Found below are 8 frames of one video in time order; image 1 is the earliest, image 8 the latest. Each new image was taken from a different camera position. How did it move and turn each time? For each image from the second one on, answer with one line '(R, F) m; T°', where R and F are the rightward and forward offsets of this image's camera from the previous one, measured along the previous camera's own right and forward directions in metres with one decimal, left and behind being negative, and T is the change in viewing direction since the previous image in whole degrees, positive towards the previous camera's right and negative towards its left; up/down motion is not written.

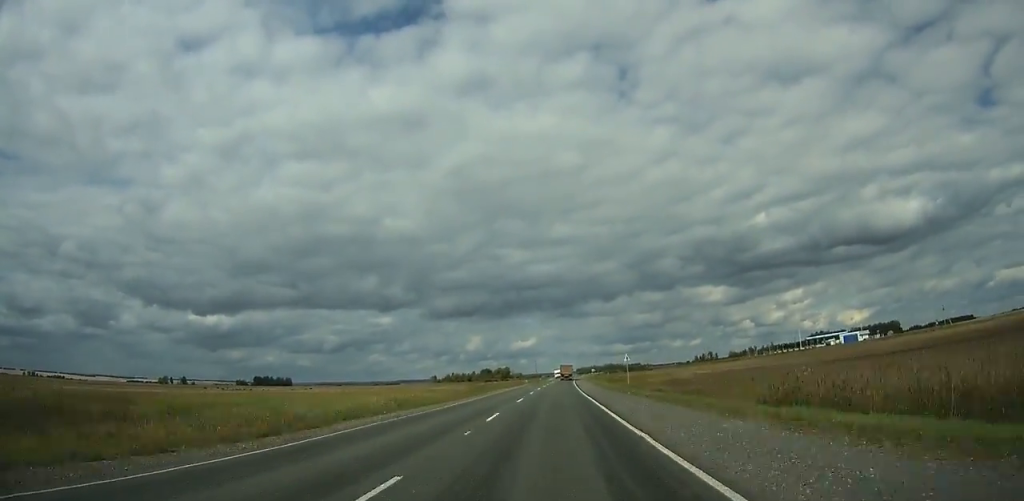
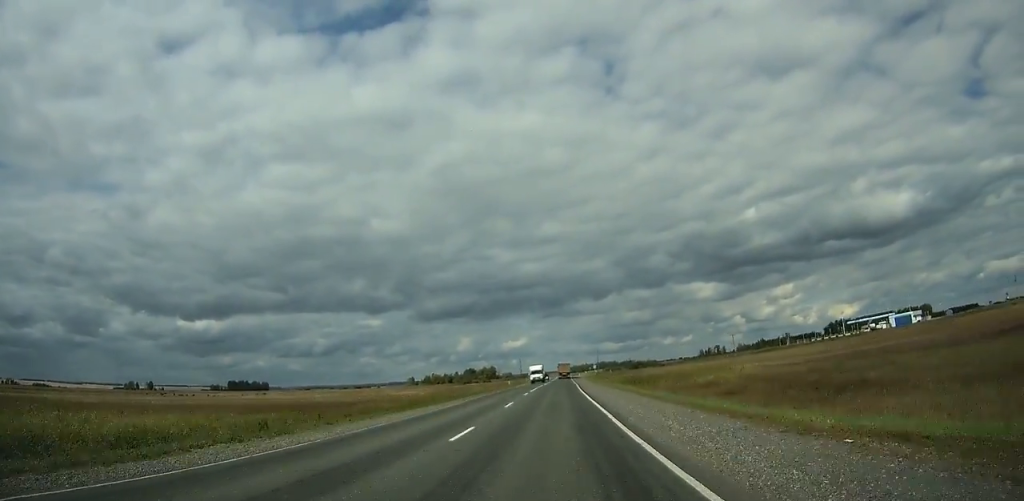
(-0.1, +51.8) m; +1°
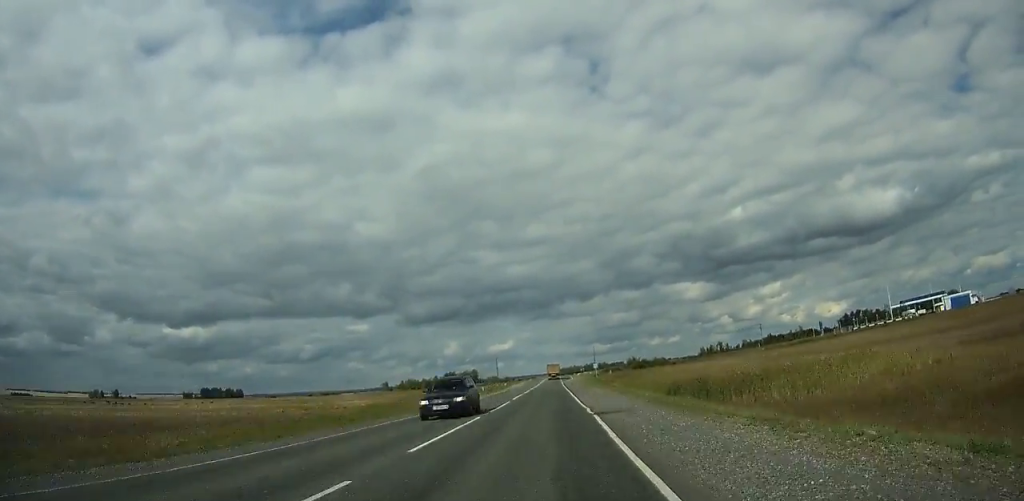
(+0.5, +44.8) m; +1°
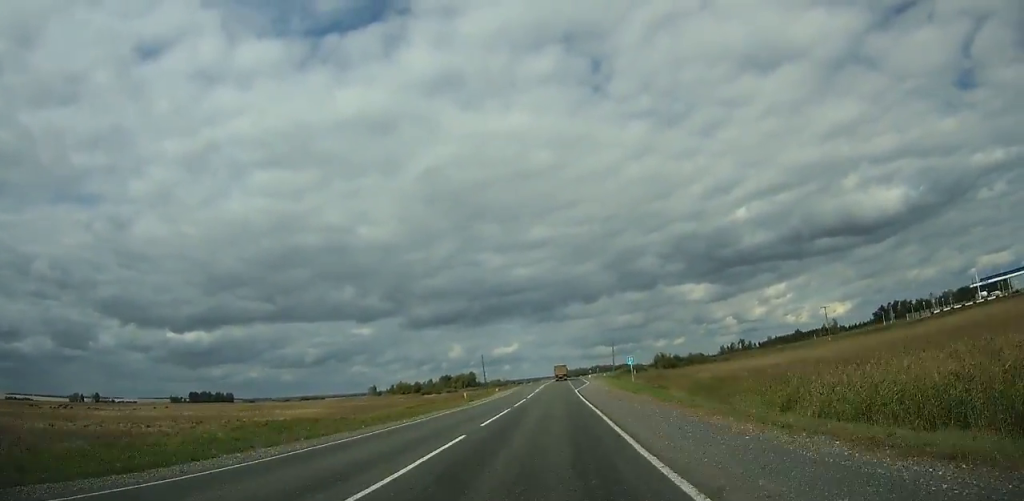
(+0.2, +42.5) m; 0°
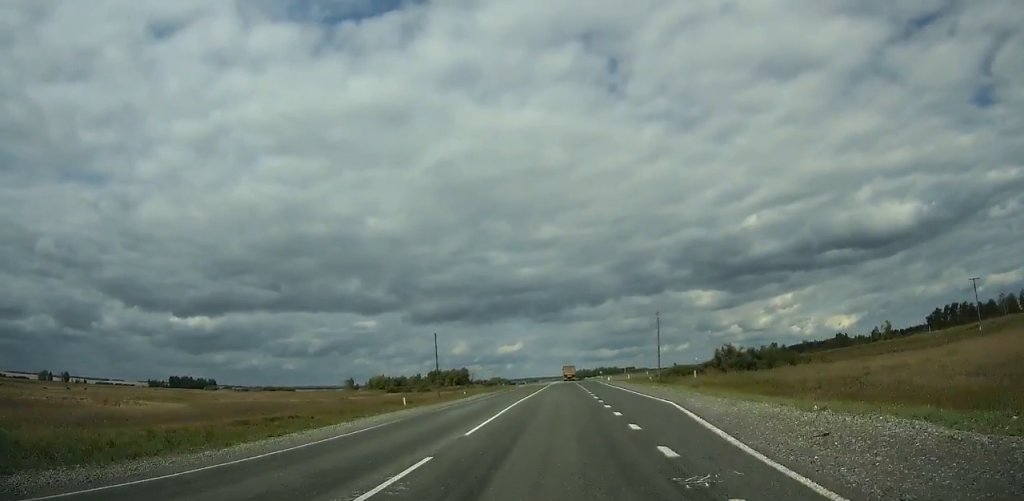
(0.0, +53.2) m; 0°
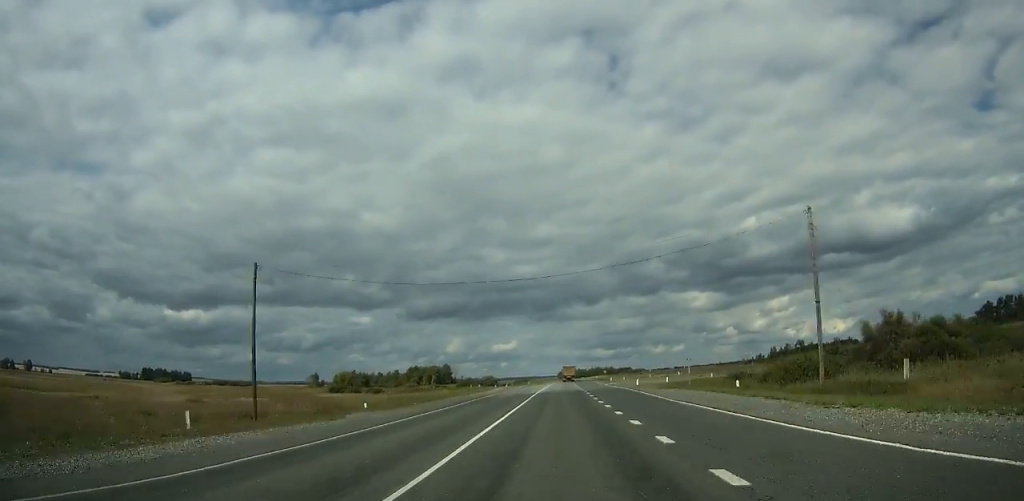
(0.0, +45.4) m; 0°
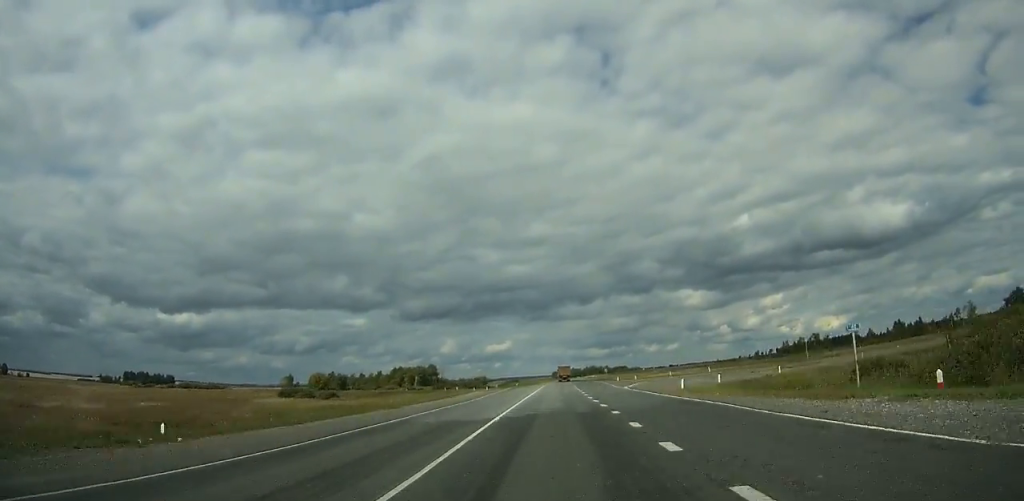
(0.0, +26.2) m; 0°
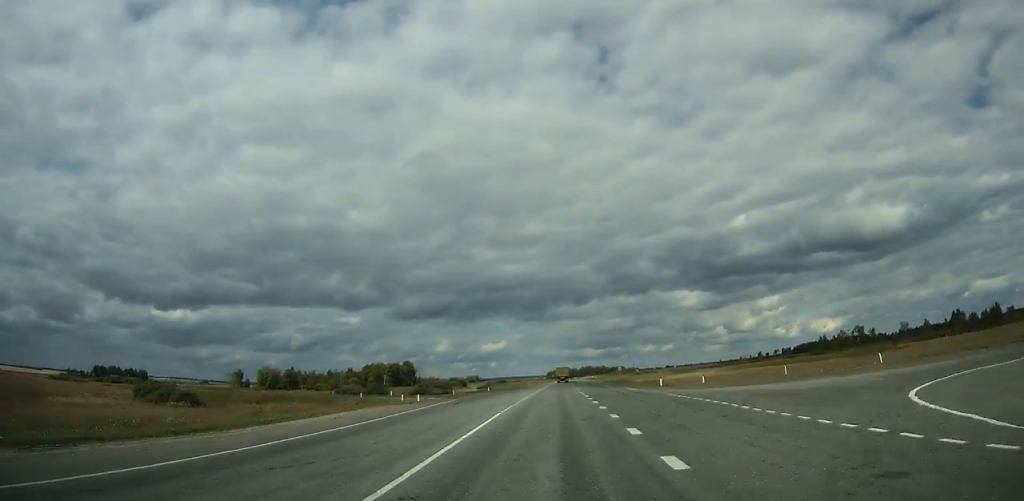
(+0.3, +46.7) m; 0°
